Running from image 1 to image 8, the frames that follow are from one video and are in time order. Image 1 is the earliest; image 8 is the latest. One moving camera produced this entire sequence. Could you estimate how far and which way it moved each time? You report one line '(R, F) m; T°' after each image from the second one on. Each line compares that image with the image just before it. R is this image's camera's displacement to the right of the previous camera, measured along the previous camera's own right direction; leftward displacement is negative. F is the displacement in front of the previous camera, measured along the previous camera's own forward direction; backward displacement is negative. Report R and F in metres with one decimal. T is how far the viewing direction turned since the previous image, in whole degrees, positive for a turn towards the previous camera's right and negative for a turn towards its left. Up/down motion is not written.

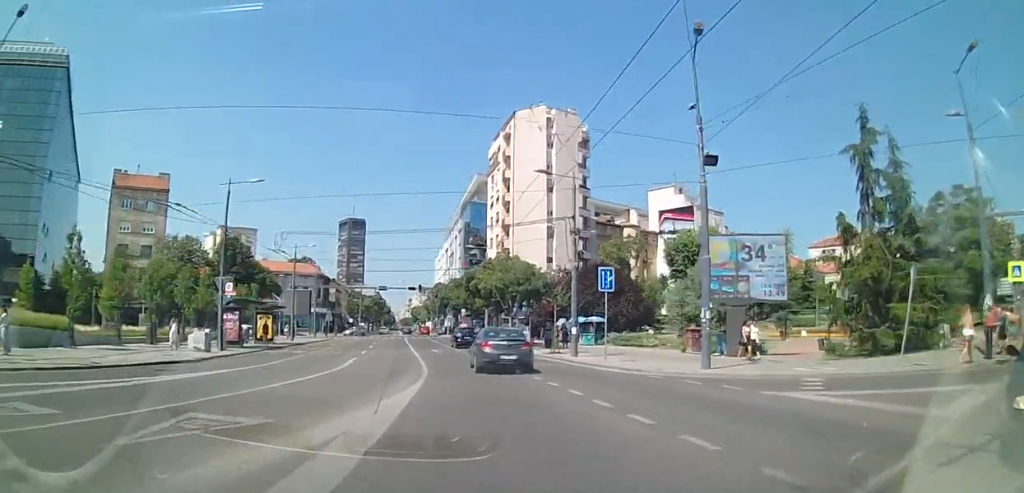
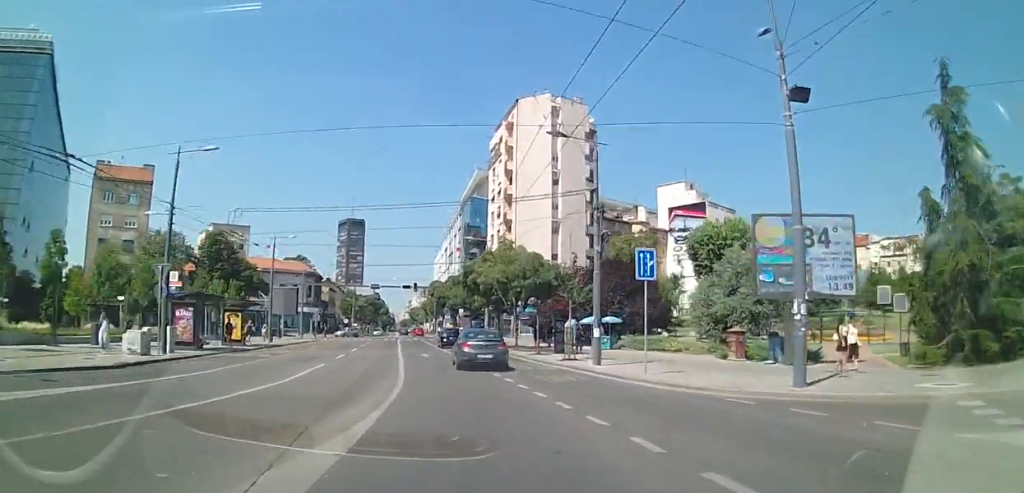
(+0.1, +5.5) m; -1°
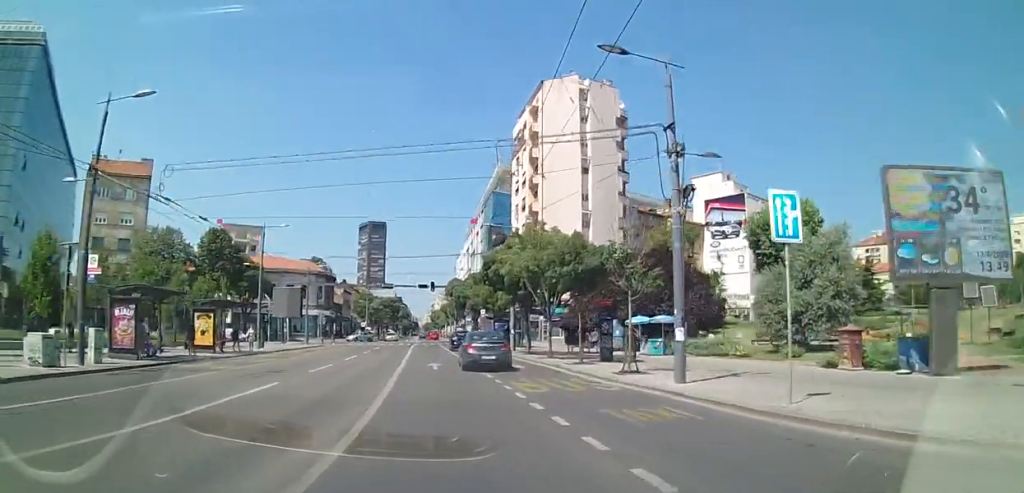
(-0.2, +6.8) m; -4°
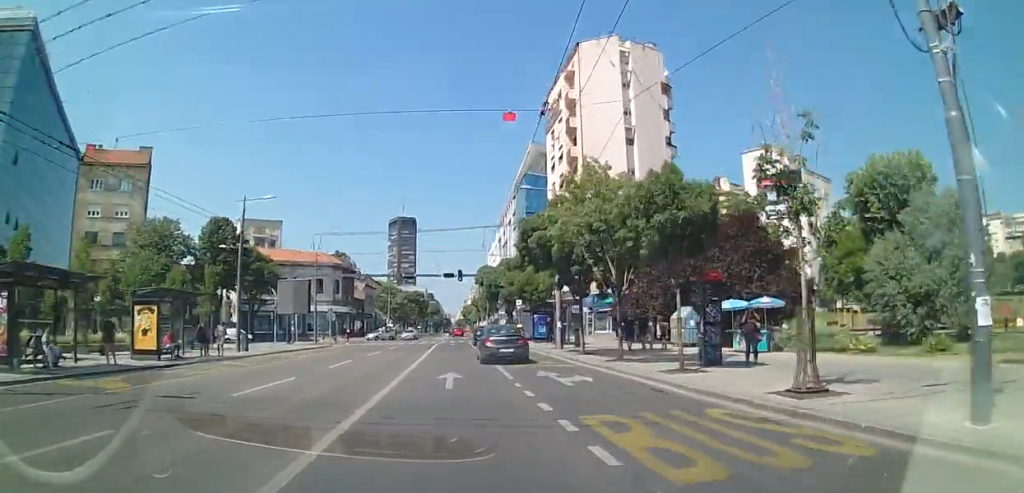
(-0.3, +9.9) m; -3°
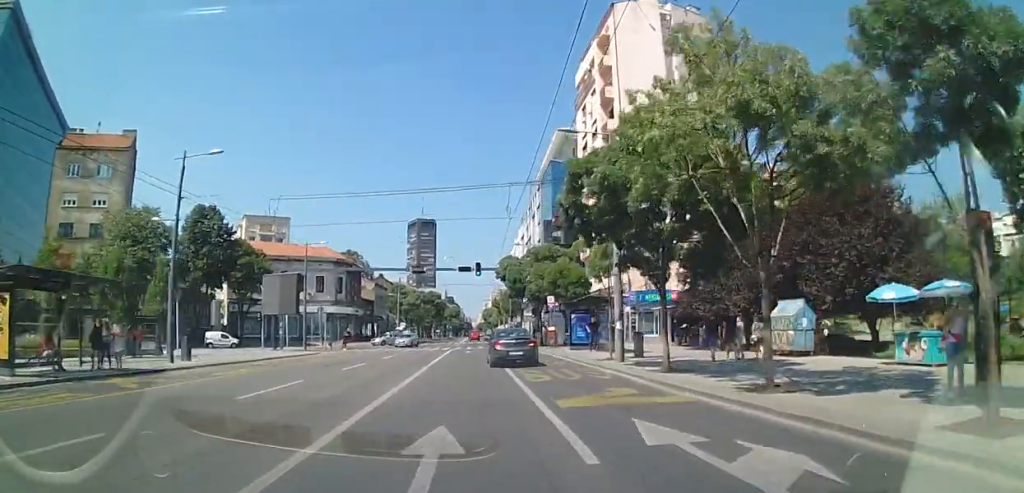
(-0.1, +11.4) m; -1°
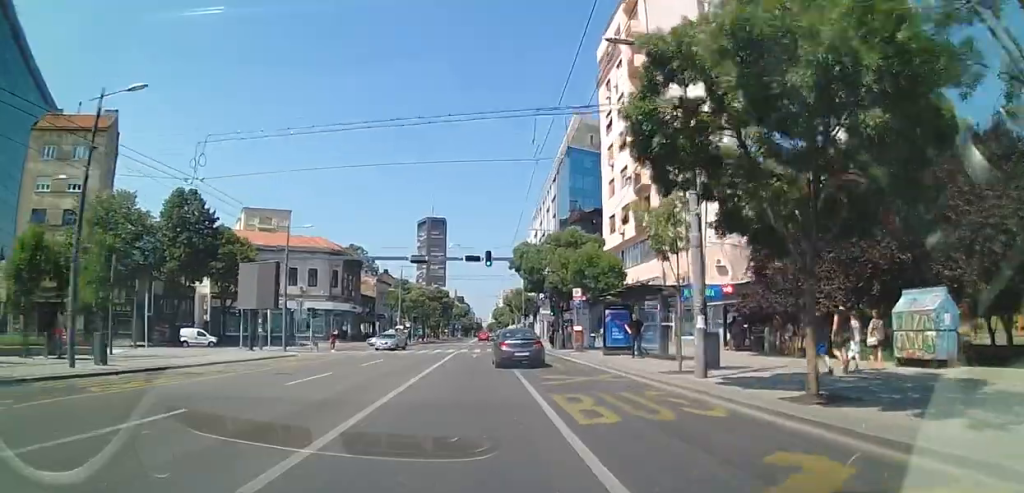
(-0.1, +8.4) m; -1°
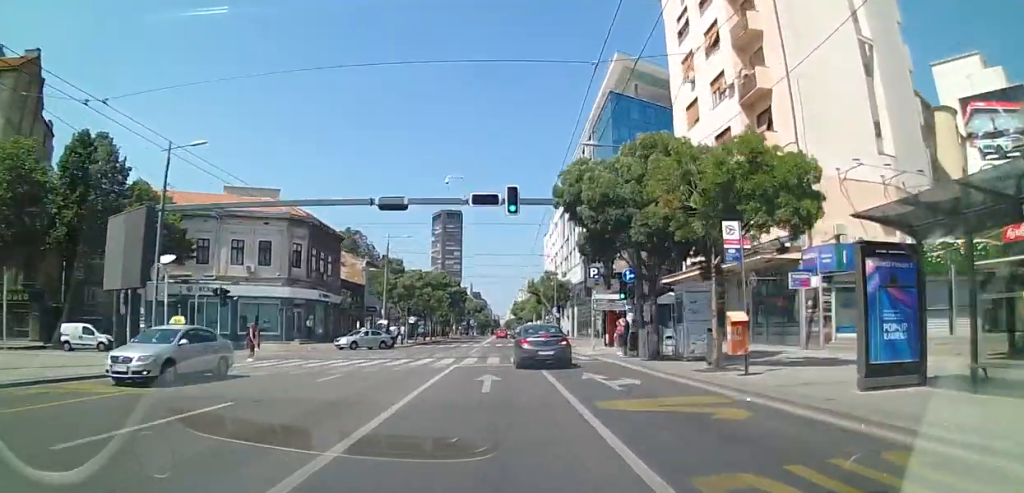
(-0.8, +22.1) m; -3°
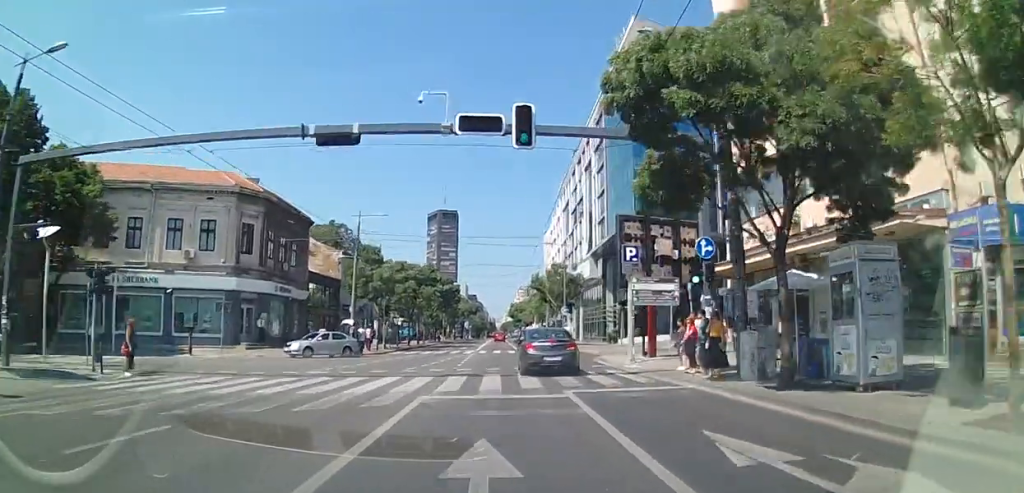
(+0.1, +11.5) m; +2°
